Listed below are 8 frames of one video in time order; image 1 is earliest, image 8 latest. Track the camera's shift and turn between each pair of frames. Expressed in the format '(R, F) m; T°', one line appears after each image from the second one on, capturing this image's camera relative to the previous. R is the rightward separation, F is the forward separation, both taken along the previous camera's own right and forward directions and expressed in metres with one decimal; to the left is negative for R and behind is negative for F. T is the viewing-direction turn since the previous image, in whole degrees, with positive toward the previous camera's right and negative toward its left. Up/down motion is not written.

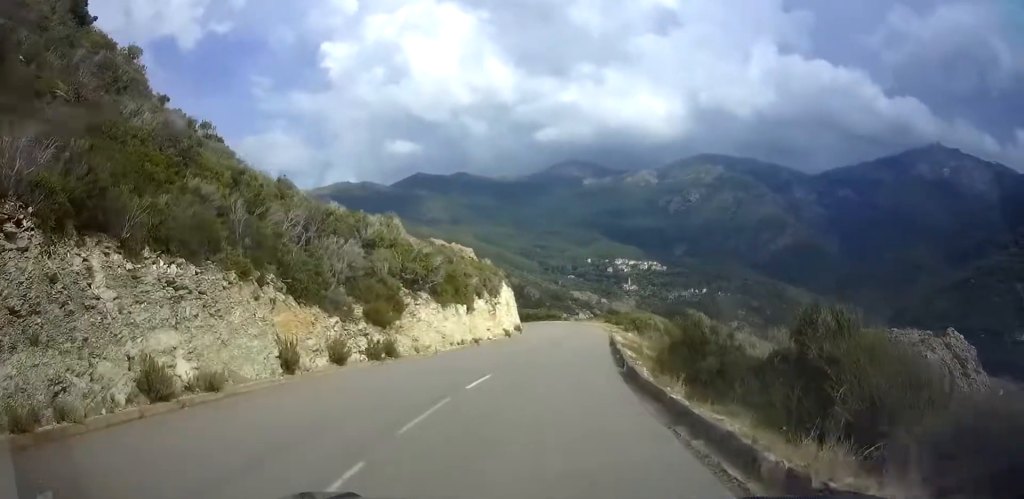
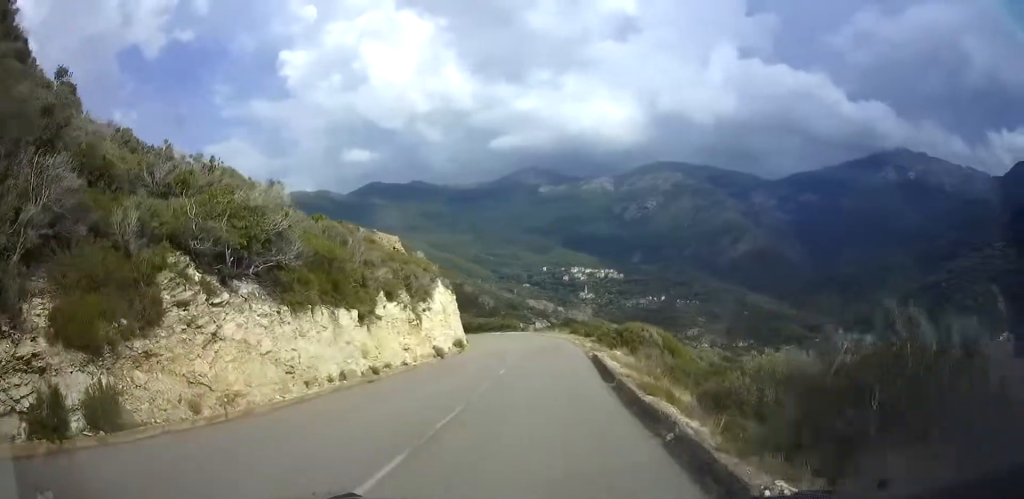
(-0.1, +12.8) m; +1°
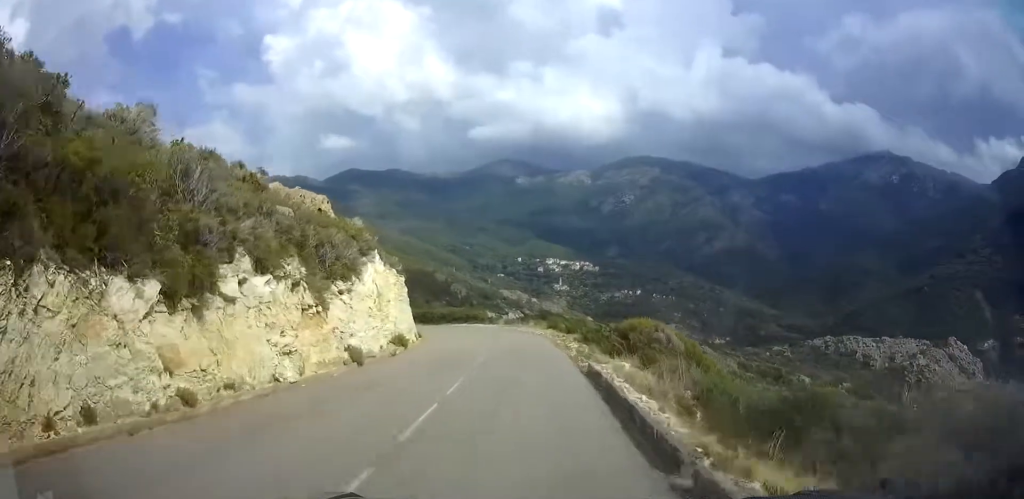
(+0.2, +9.4) m; +1°
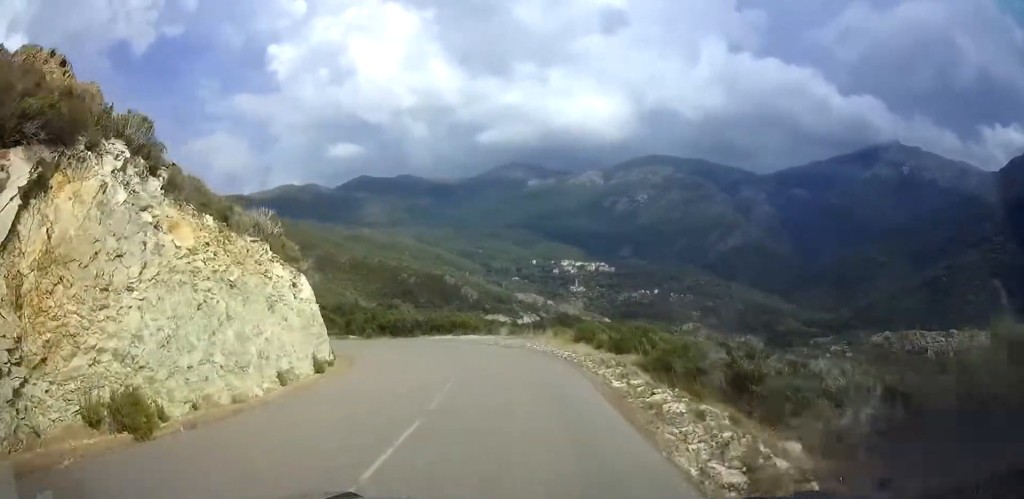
(0.0, +19.5) m; -1°
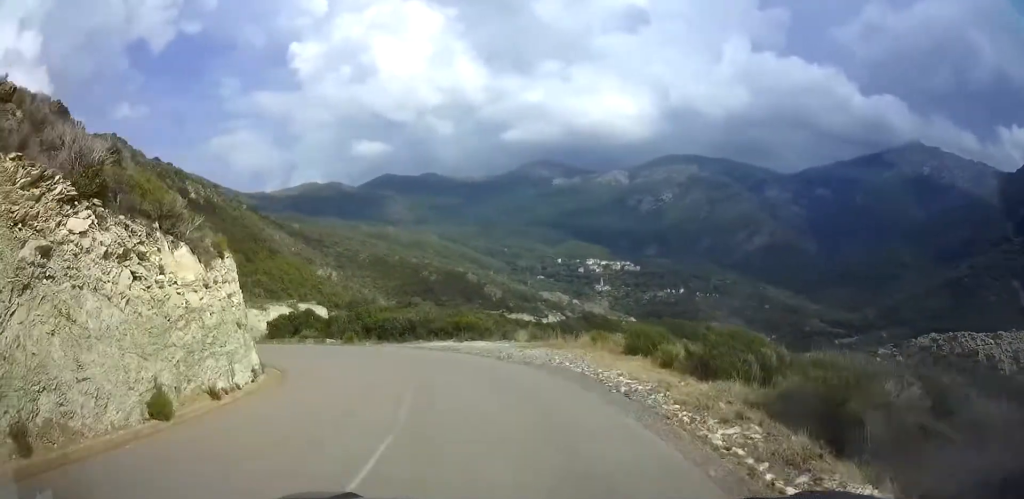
(-0.1, +9.6) m; -3°
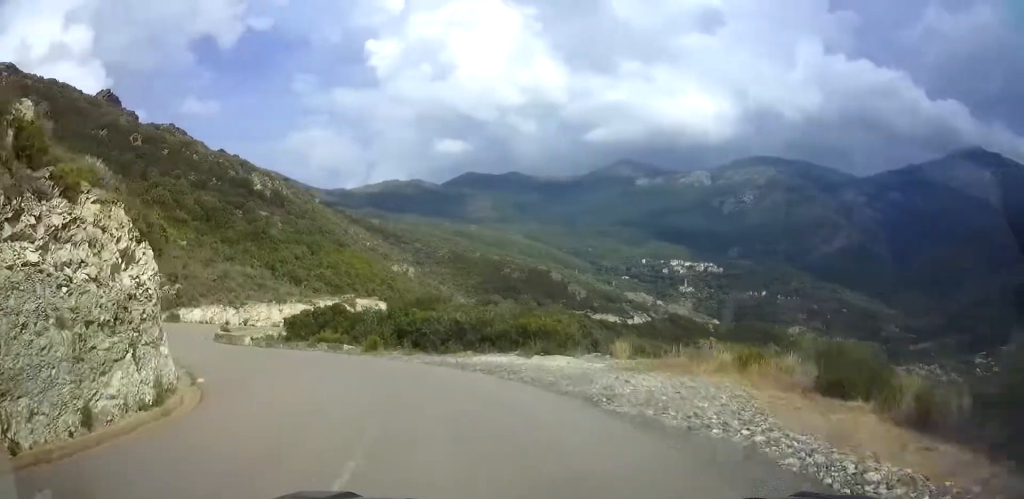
(-0.1, +9.9) m; -7°
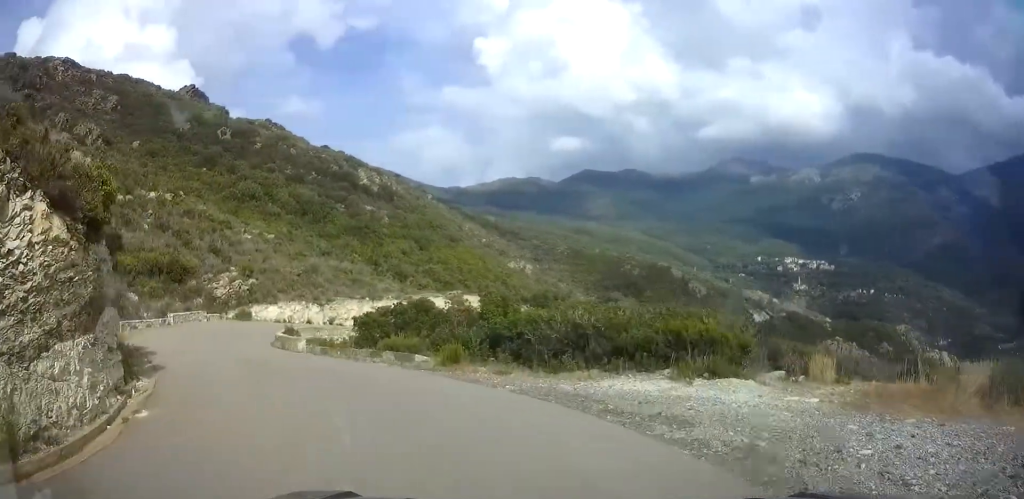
(-0.8, +6.9) m; -9°
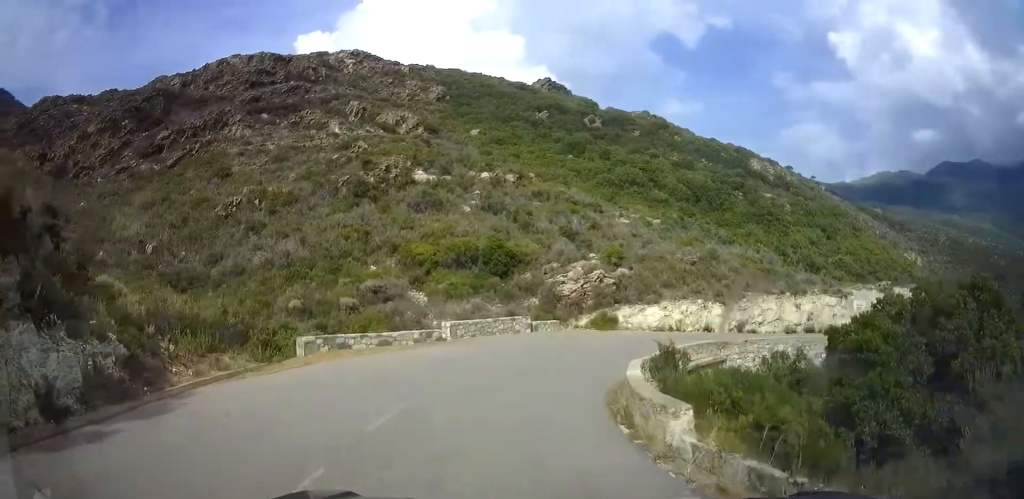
(-3.2, +16.8) m; -22°
